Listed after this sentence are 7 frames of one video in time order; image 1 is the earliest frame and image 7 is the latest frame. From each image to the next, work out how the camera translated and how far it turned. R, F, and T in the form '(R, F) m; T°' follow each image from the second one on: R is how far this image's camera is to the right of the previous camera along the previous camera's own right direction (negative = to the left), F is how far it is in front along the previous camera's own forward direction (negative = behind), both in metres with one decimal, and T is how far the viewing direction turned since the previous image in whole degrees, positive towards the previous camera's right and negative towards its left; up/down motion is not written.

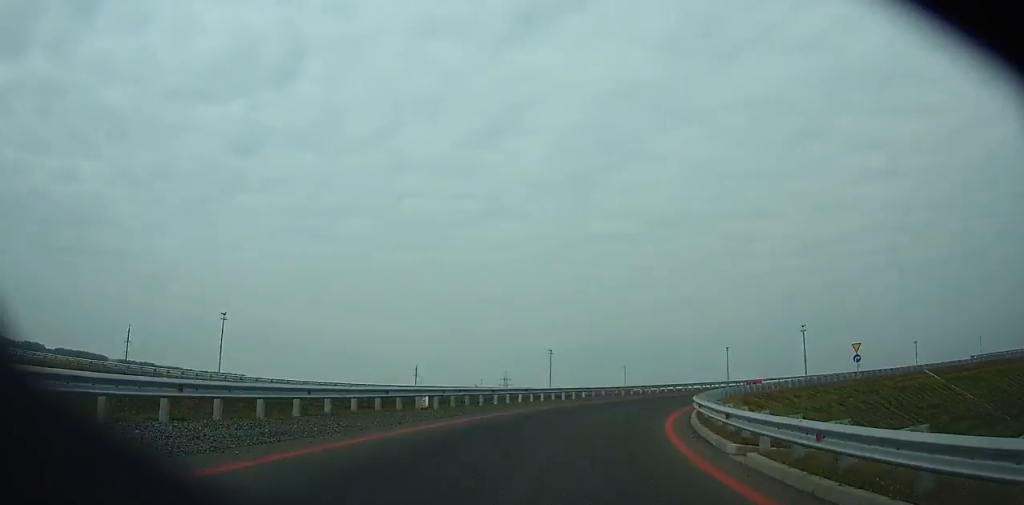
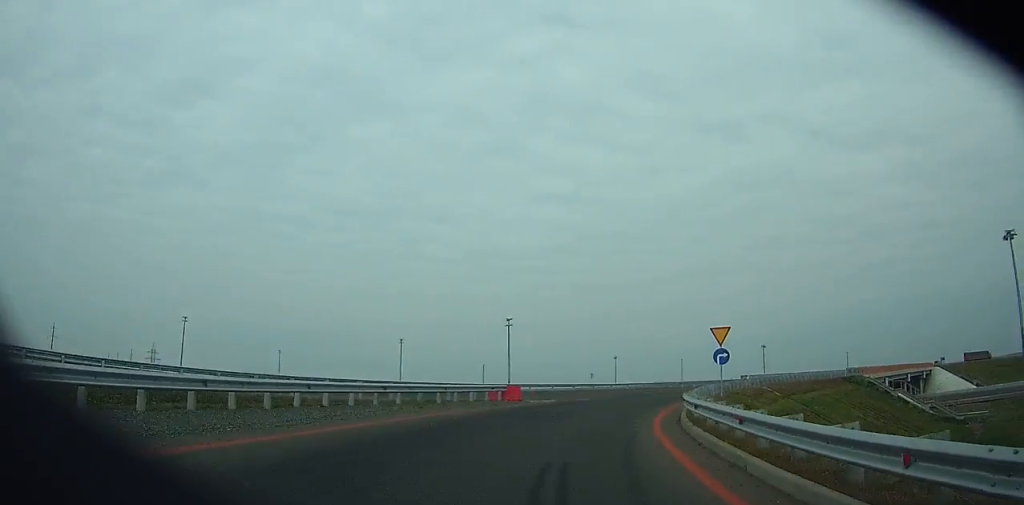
(+9.7, +32.5) m; +33°
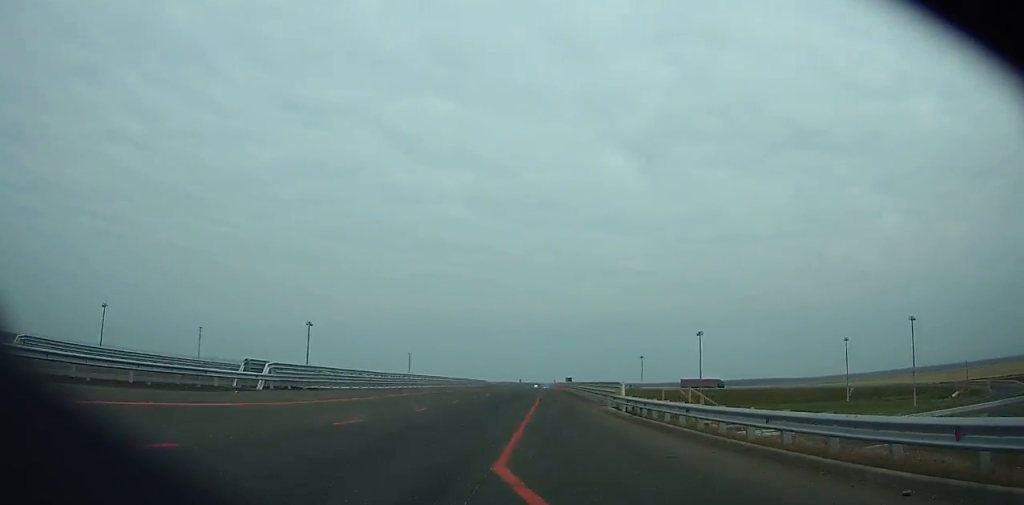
(+29.6, +57.3) m; +48°
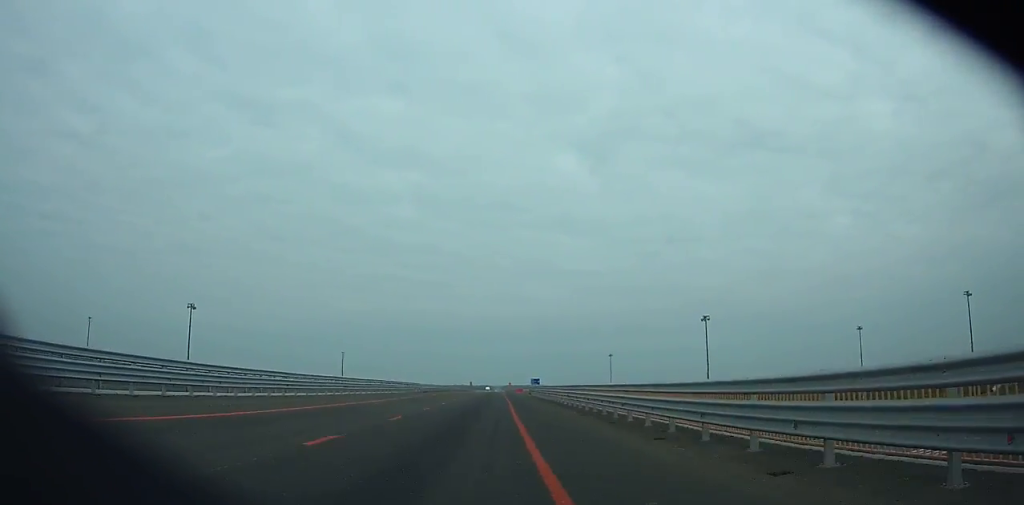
(+5.8, +35.7) m; +10°
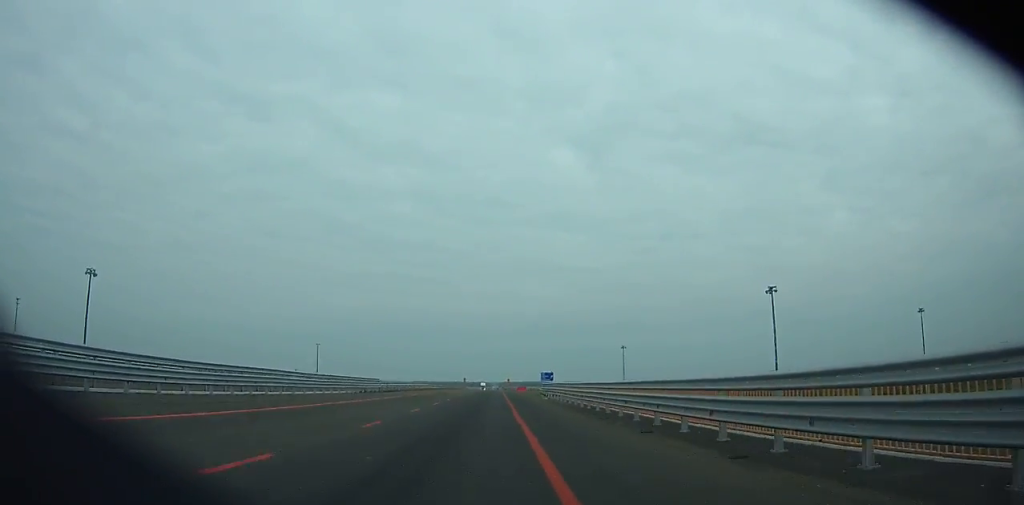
(+1.7, +28.2) m; +3°
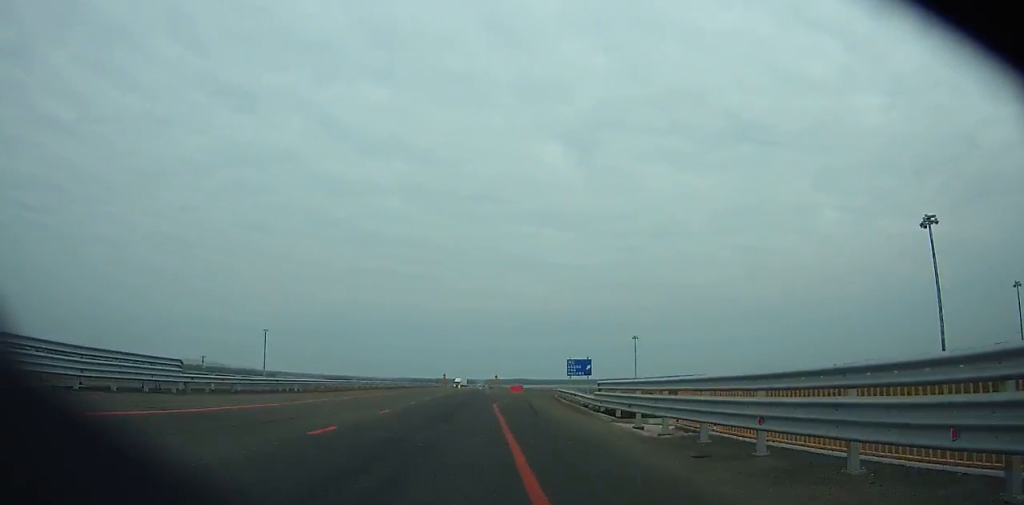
(+0.9, +34.0) m; +2°
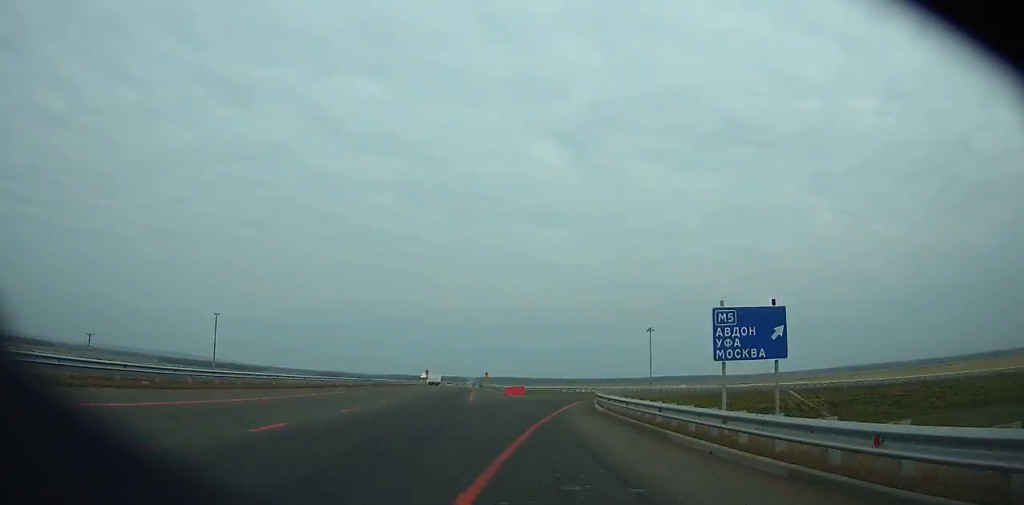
(0.0, +25.2) m; +1°
